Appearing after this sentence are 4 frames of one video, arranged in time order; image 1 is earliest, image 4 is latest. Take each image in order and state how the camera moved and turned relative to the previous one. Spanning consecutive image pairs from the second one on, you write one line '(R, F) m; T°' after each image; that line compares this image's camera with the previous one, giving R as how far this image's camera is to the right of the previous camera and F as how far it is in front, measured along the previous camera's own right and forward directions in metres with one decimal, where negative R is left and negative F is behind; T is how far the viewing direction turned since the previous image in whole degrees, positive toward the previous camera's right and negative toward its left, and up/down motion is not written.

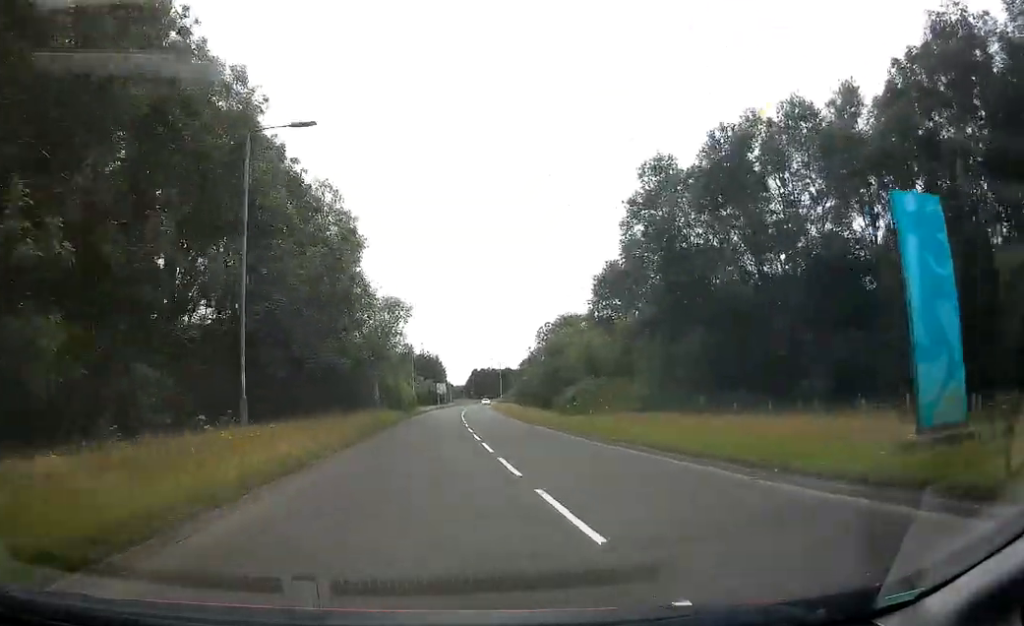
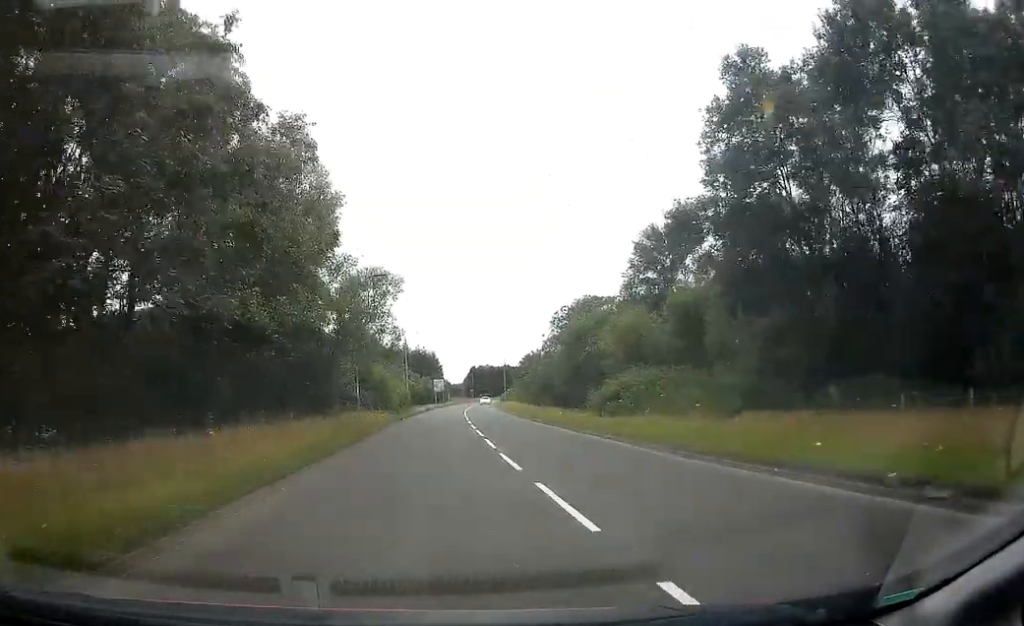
(+0.1, +11.9) m; 0°
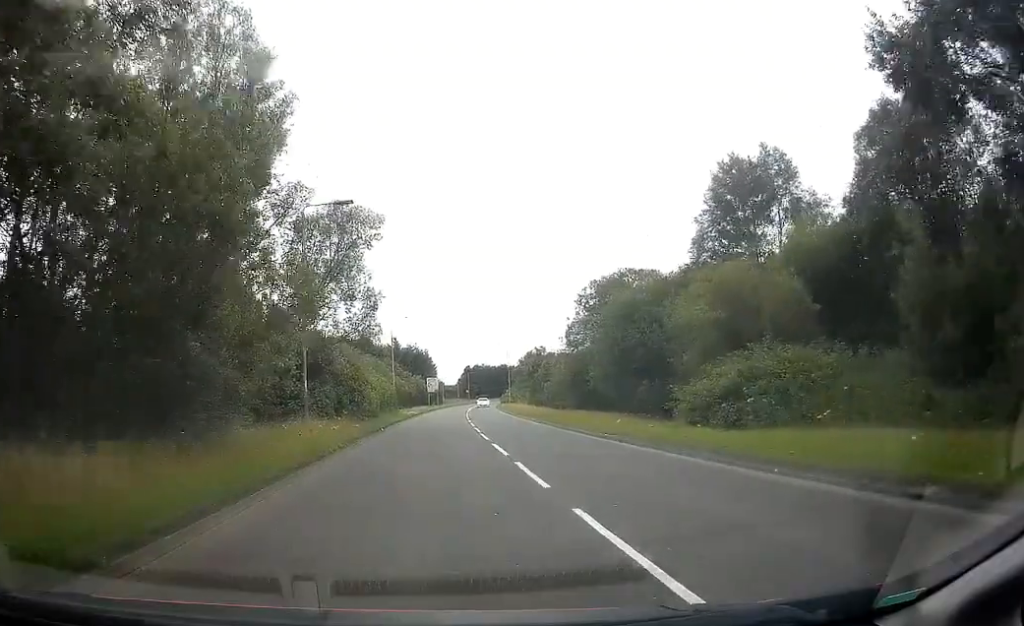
(0.0, +15.1) m; 0°
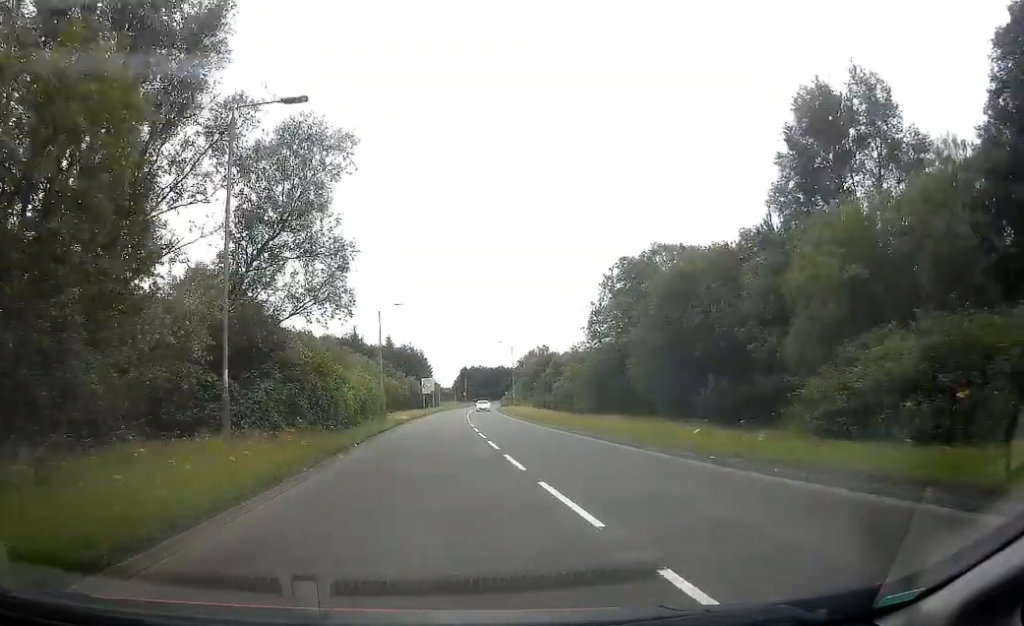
(0.0, +9.4) m; +1°
